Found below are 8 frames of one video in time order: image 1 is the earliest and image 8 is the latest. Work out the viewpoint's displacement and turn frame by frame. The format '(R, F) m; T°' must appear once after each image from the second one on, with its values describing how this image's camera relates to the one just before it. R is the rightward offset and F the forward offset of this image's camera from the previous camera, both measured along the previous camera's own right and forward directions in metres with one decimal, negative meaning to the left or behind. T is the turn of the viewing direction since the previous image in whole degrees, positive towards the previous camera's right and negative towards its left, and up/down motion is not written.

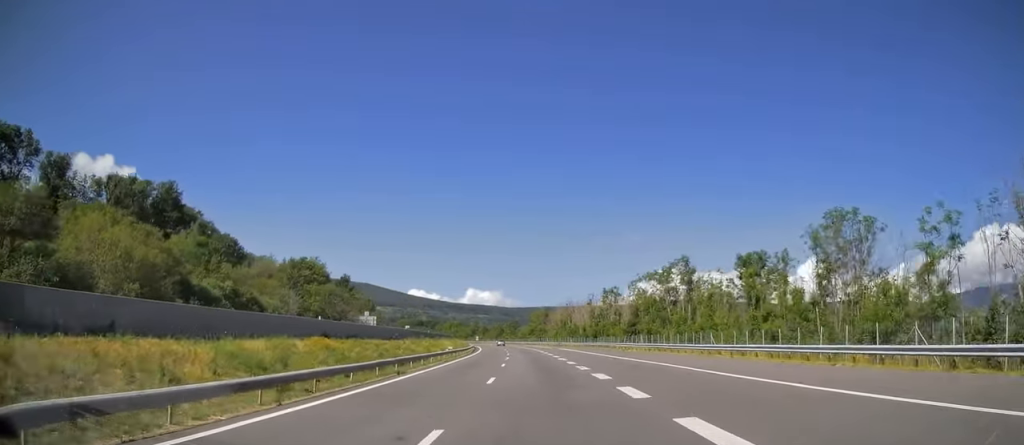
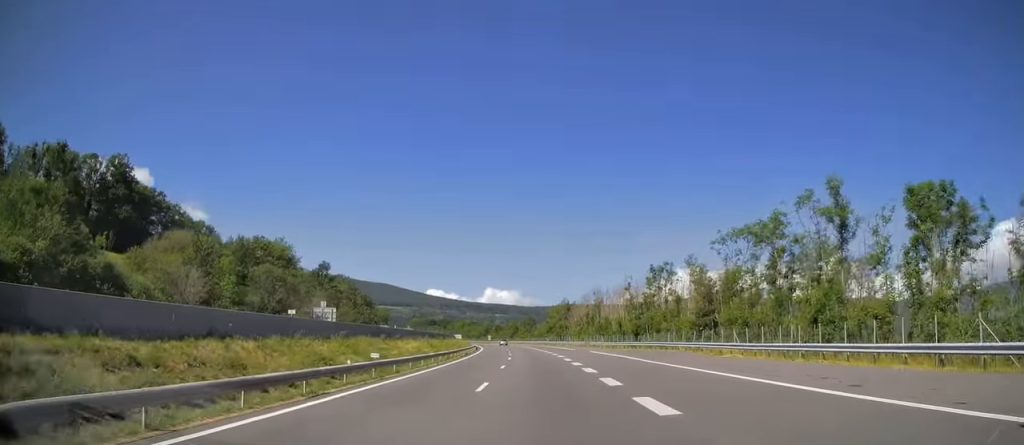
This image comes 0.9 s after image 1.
(-0.8, +28.8) m; -2°
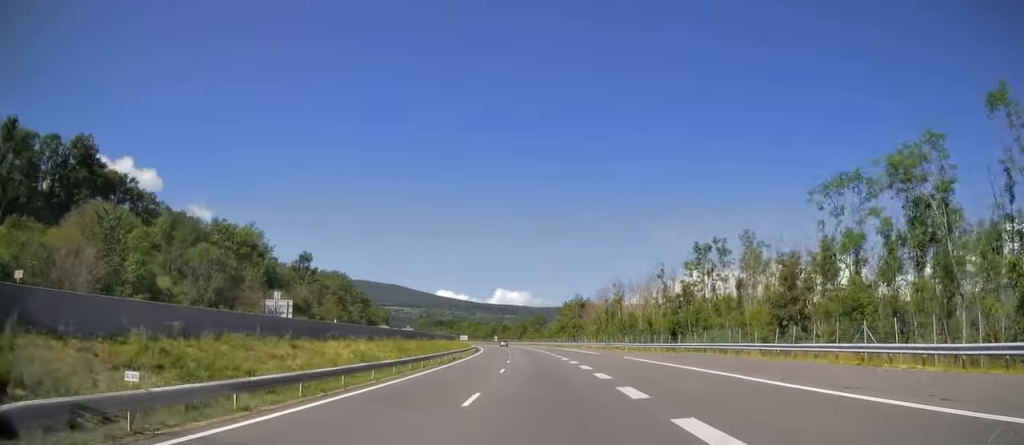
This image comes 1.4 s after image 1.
(-0.2, +16.5) m; -1°
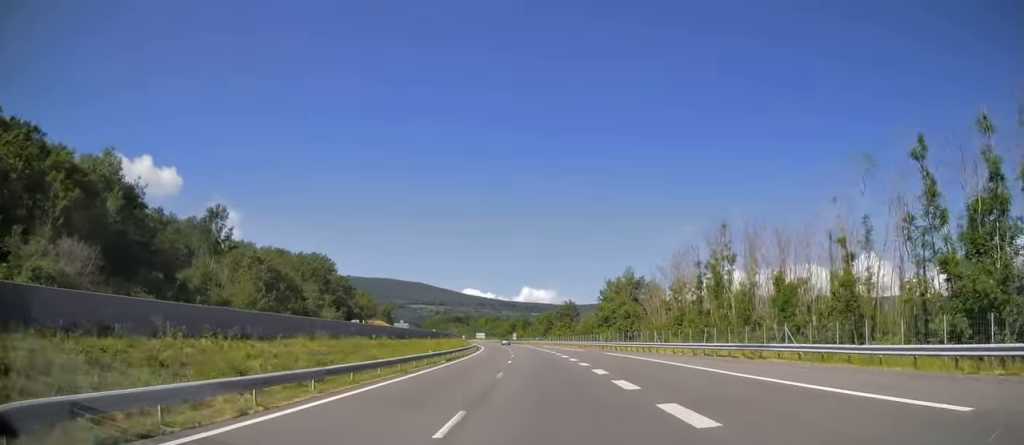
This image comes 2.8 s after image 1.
(-0.8, +43.3) m; -2°
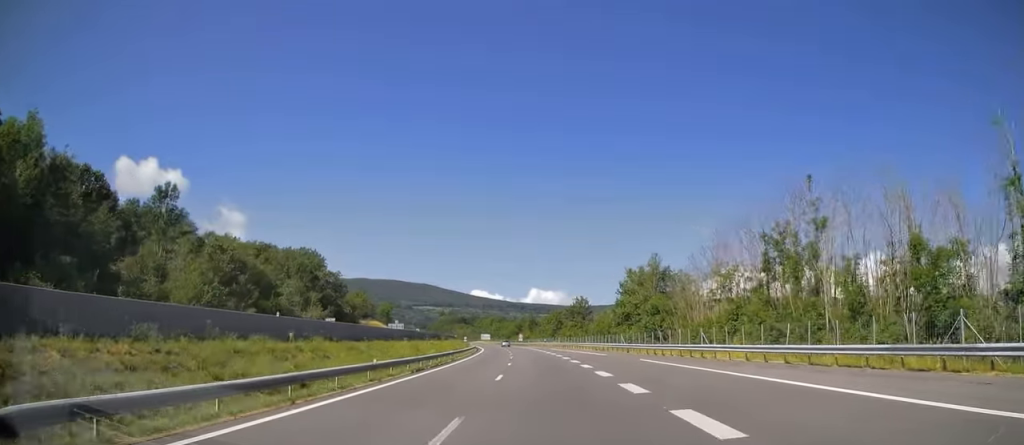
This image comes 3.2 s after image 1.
(-0.1, +13.9) m; -1°
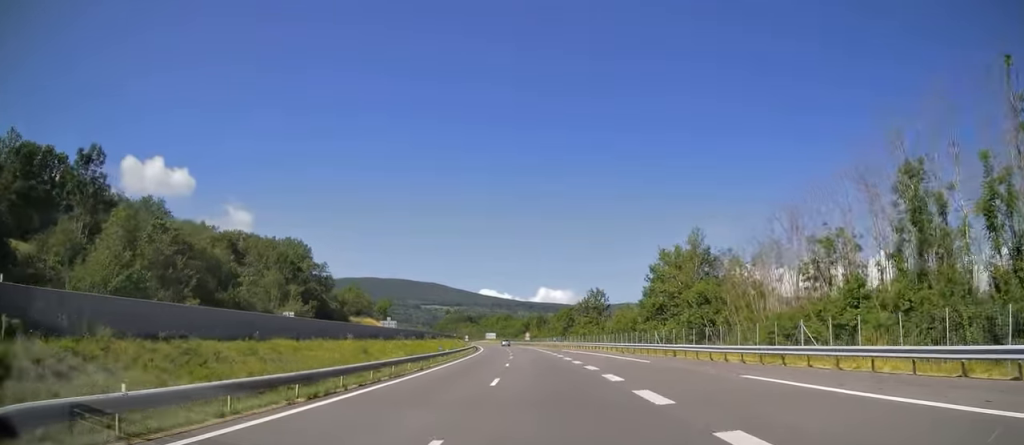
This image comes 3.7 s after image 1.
(-0.1, +15.5) m; -1°
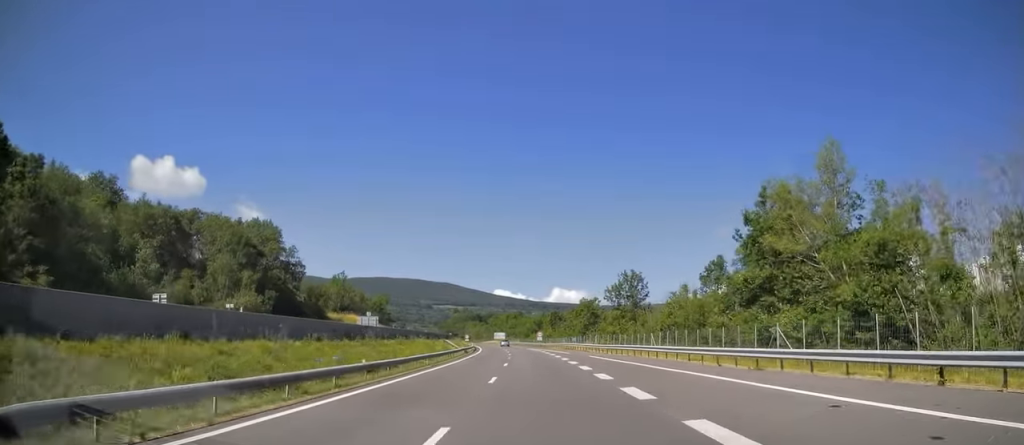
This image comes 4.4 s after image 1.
(-0.3, +24.6) m; -1°
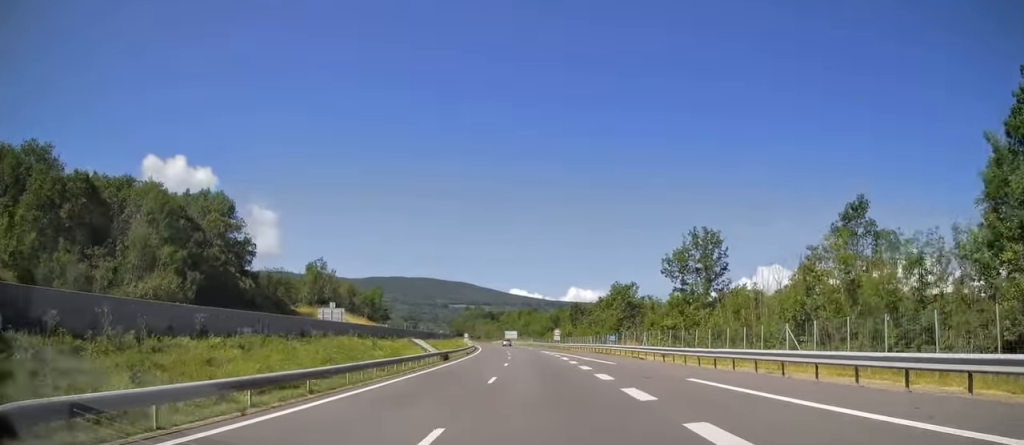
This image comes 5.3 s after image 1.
(-0.3, +26.2) m; -1°
